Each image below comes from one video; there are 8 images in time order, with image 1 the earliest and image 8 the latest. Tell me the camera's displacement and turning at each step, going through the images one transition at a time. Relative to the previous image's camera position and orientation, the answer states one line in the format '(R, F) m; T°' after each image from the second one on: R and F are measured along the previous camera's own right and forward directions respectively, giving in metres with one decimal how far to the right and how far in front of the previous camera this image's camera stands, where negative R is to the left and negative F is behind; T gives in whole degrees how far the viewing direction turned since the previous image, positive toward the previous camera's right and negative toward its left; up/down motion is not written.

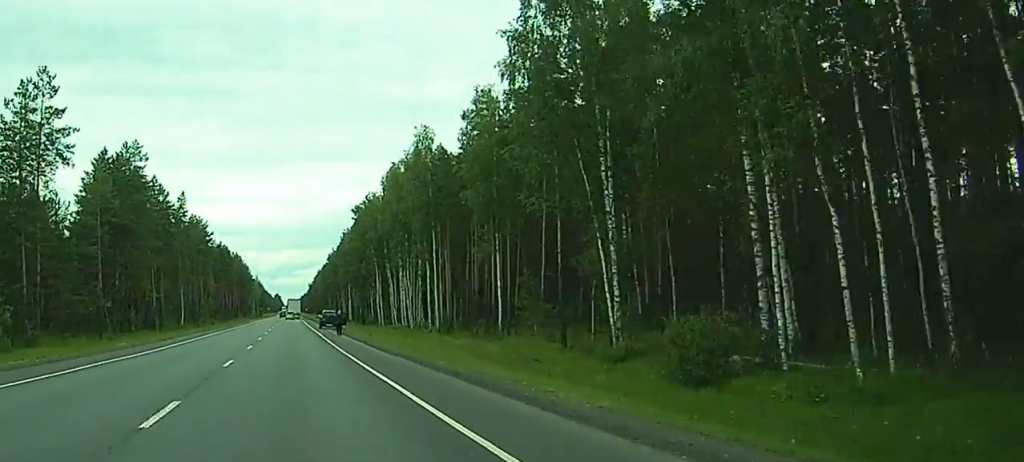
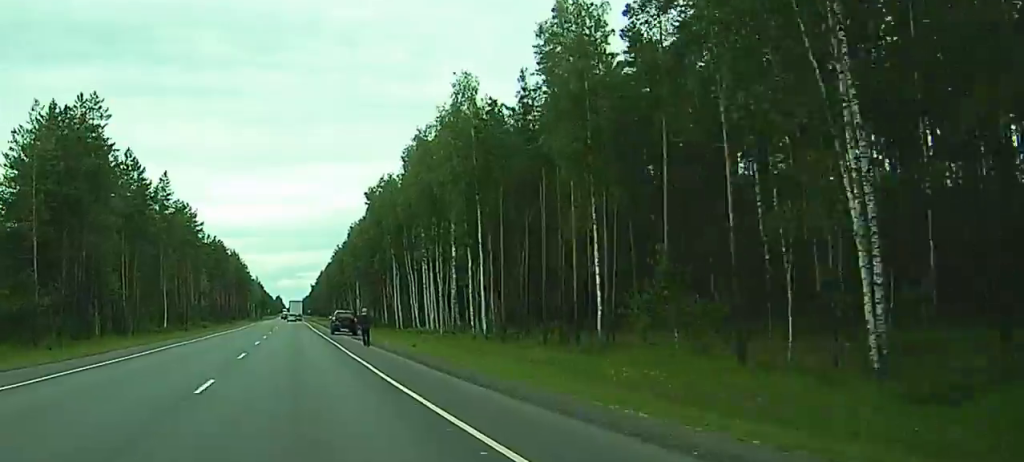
(-0.1, +20.3) m; 0°
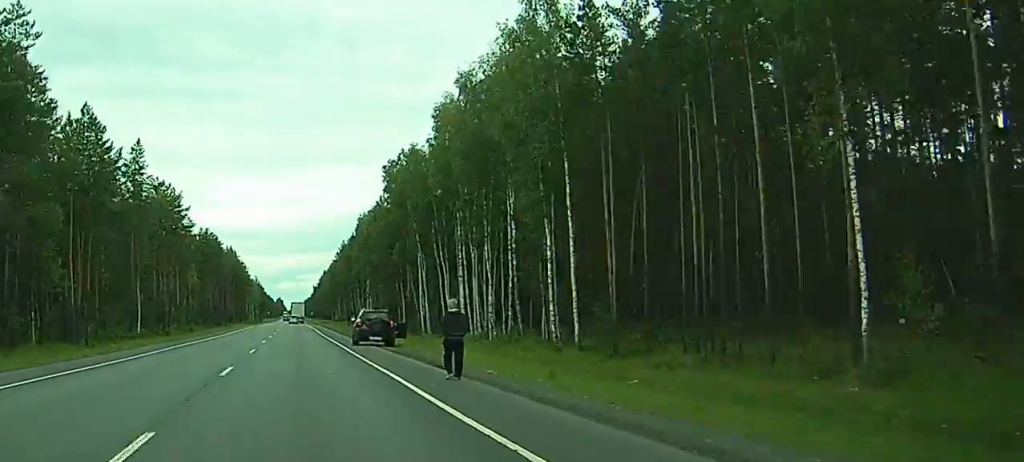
(0.0, +20.7) m; 0°
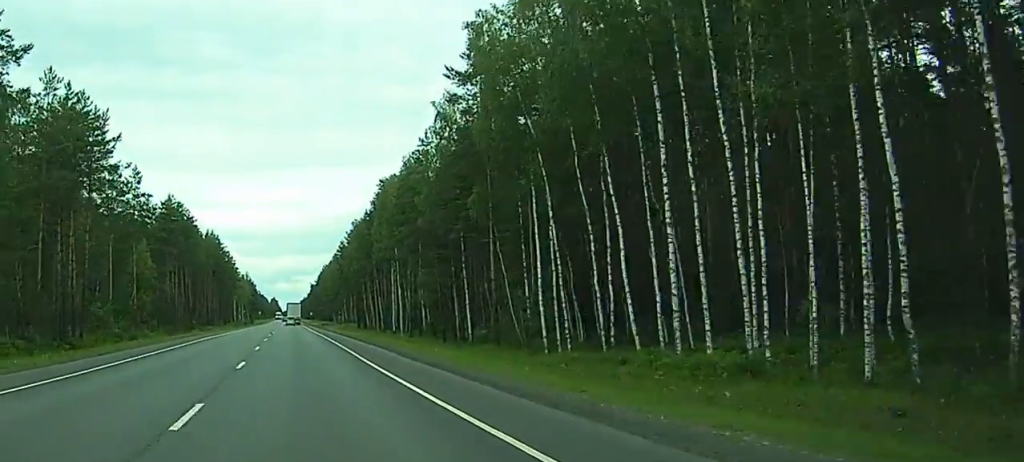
(-0.1, +43.0) m; 0°
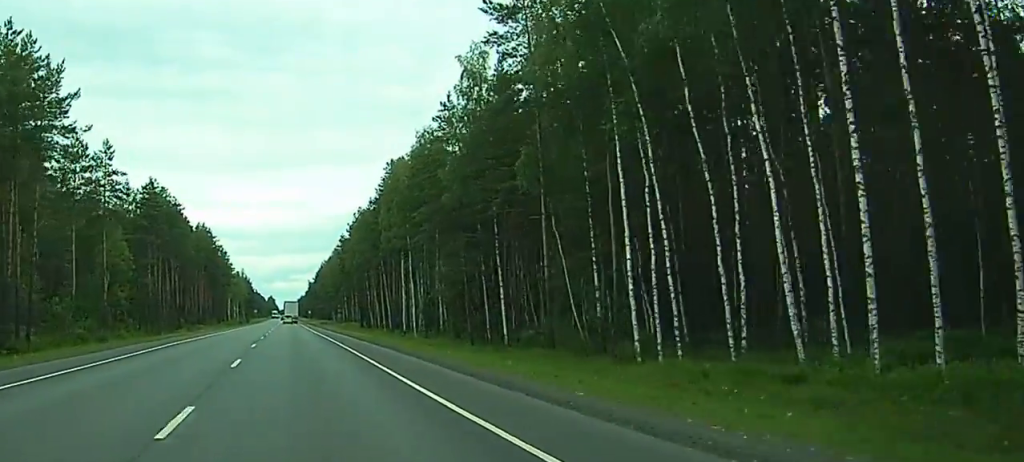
(0.0, +12.0) m; 0°
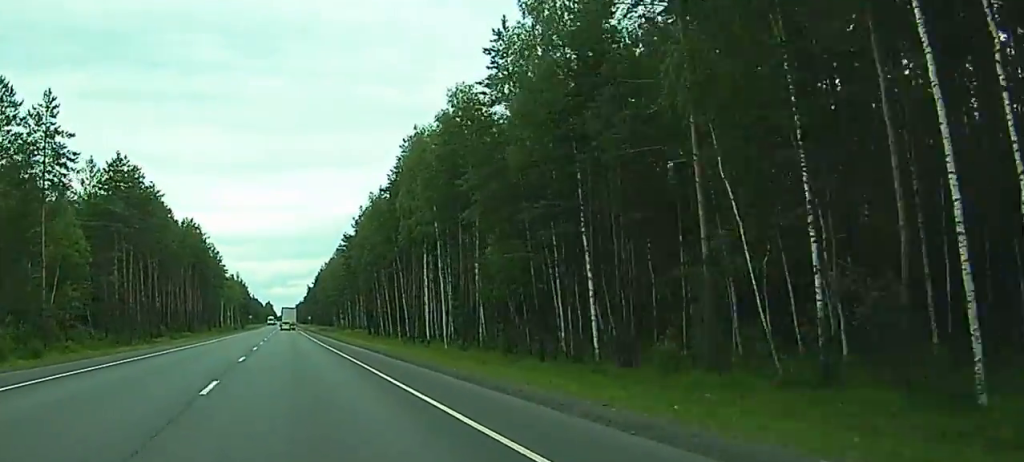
(+0.1, +17.0) m; 0°
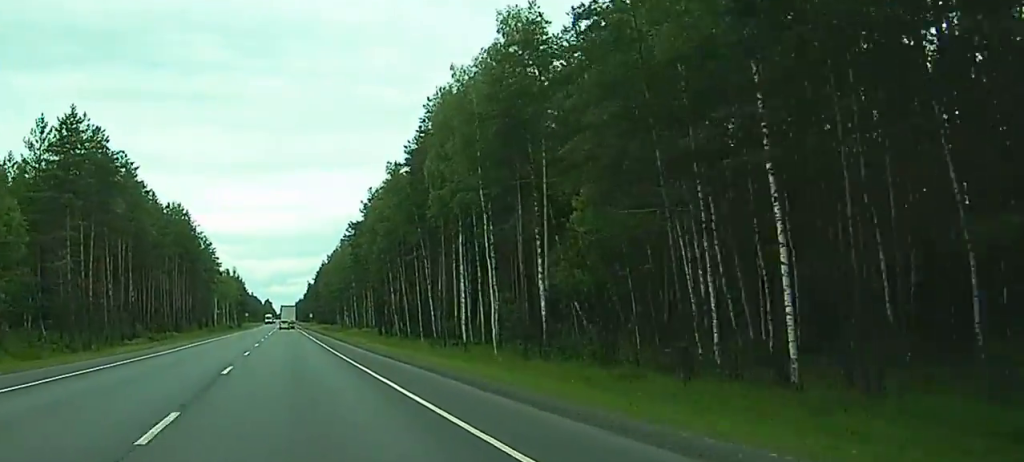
(-0.2, +16.2) m; +1°
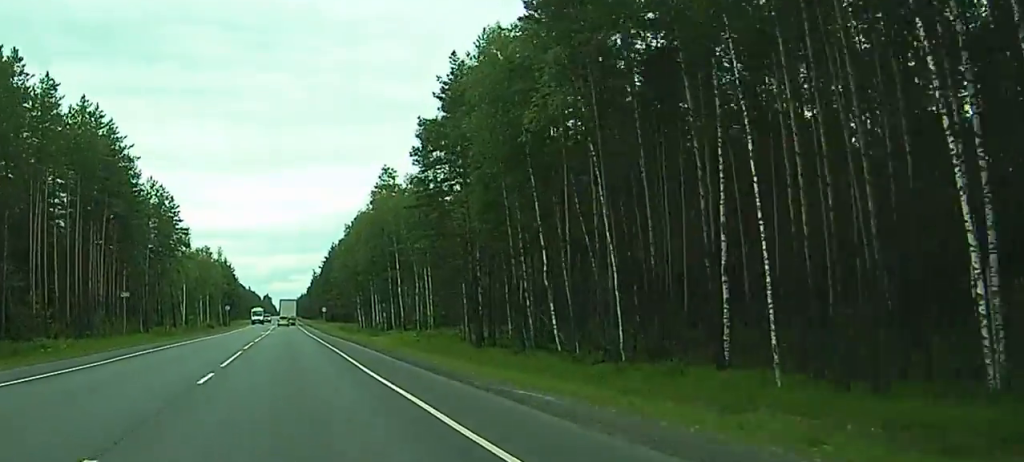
(+1.2, +66.0) m; +1°
